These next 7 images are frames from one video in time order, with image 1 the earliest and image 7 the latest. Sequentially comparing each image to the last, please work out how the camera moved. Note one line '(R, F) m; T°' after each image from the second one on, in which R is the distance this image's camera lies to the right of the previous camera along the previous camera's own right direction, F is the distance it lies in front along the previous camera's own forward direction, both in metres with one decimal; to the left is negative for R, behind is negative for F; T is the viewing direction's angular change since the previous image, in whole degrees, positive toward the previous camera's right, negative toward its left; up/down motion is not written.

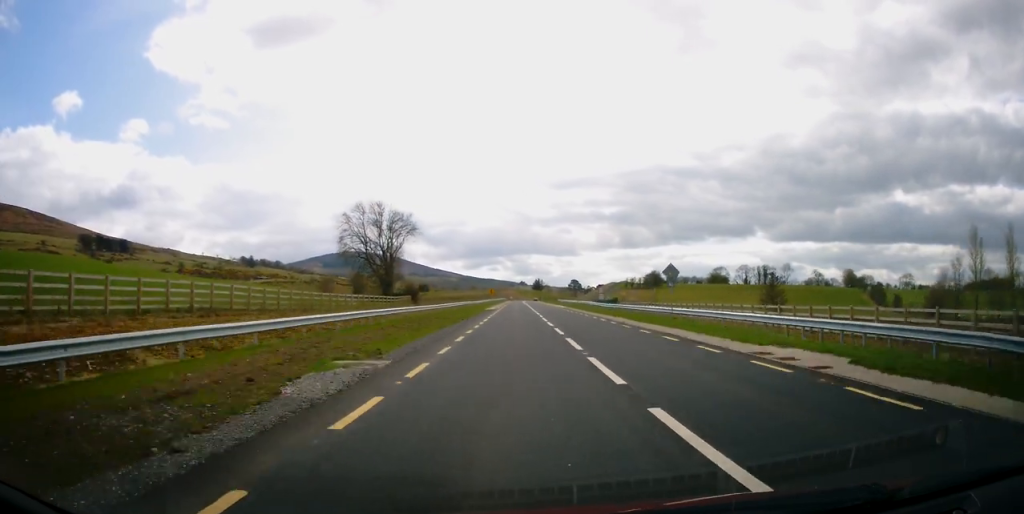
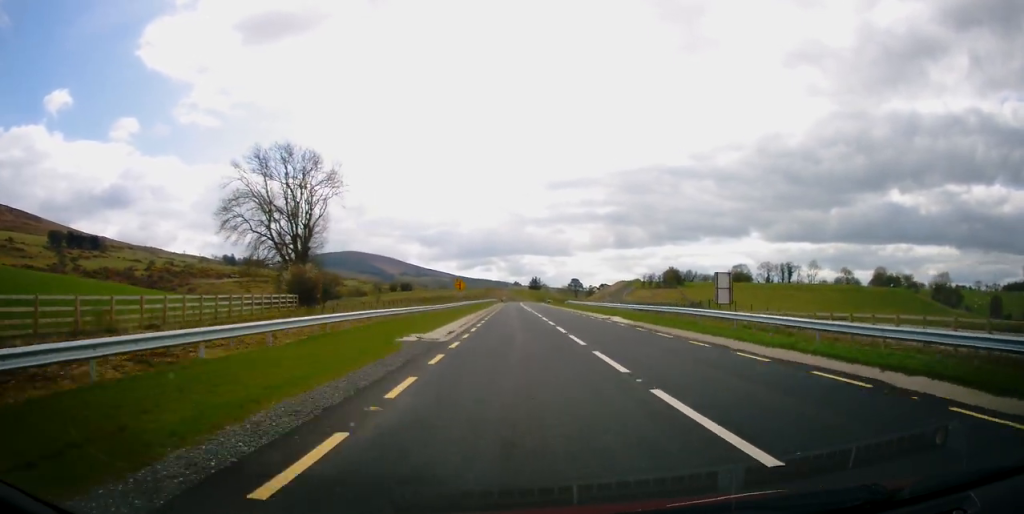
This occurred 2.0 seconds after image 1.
(-0.4, +51.1) m; +1°
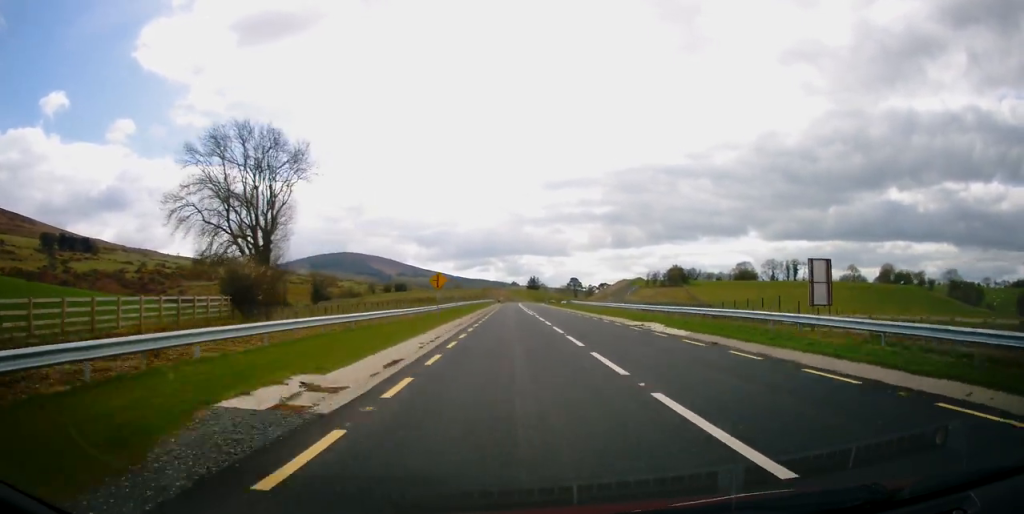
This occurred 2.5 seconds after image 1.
(+0.1, +12.0) m; 0°
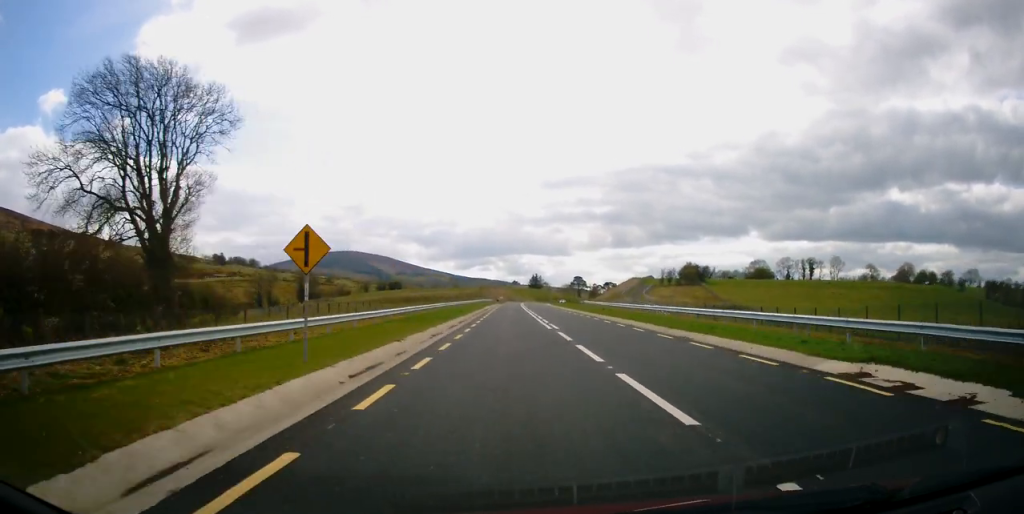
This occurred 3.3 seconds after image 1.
(+0.1, +21.4) m; 0°
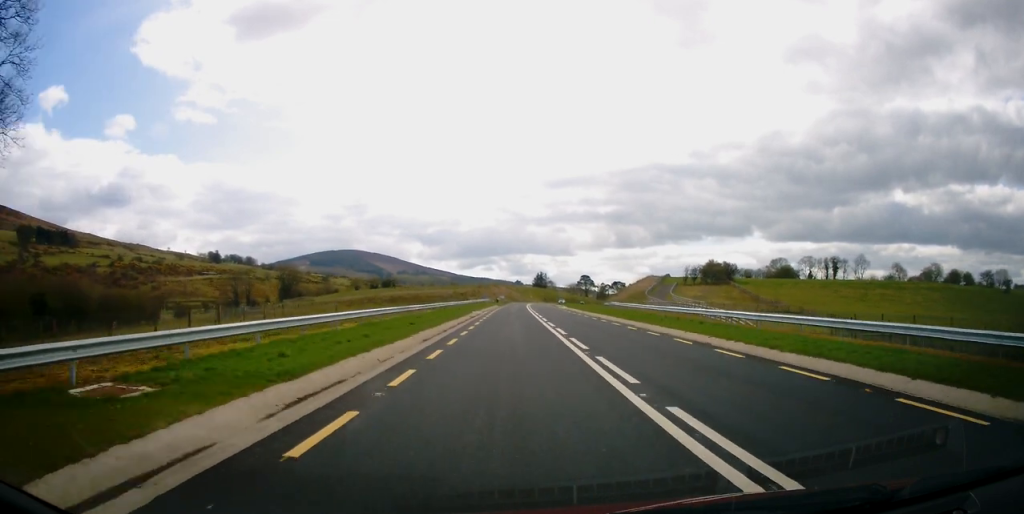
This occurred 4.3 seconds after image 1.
(-0.2, +26.7) m; -1°
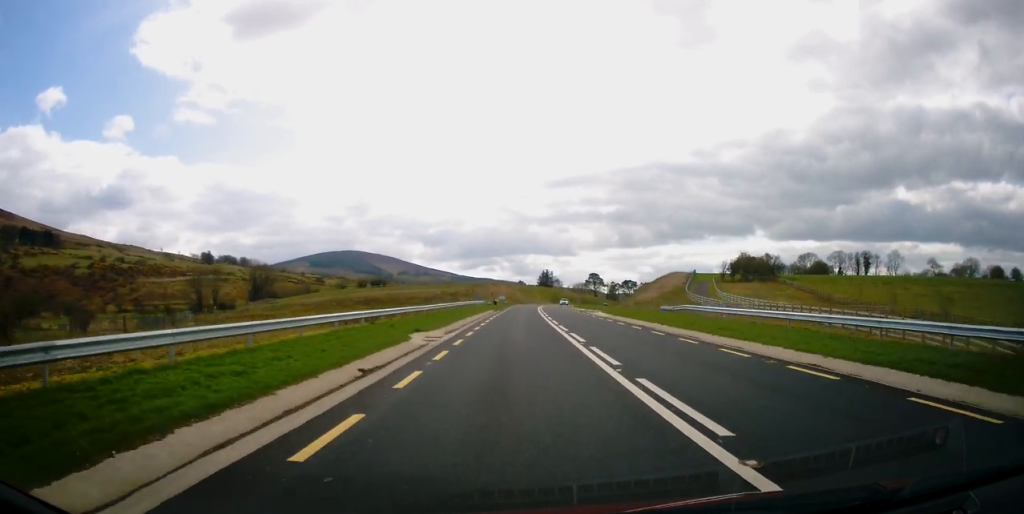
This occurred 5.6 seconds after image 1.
(0.0, +32.7) m; 0°
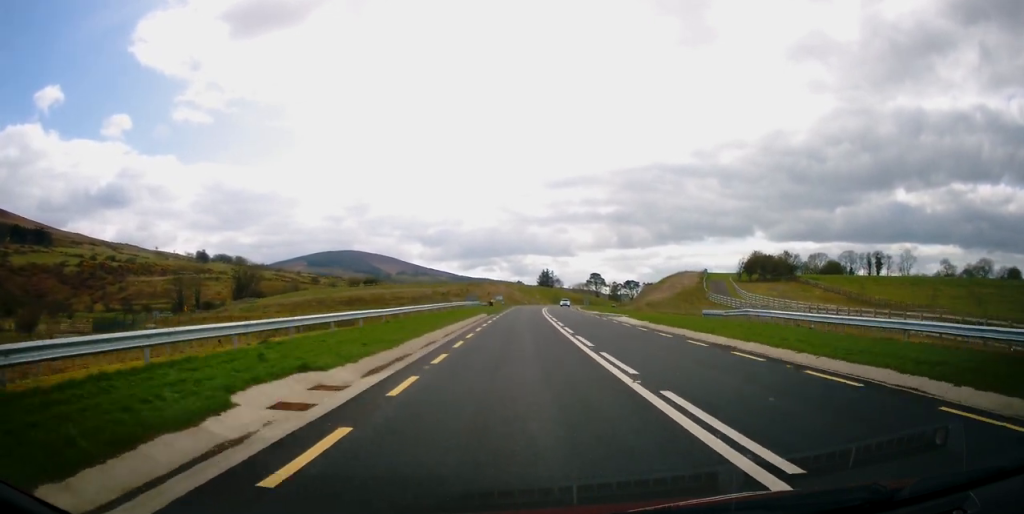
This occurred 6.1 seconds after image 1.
(0.0, +12.9) m; 0°
